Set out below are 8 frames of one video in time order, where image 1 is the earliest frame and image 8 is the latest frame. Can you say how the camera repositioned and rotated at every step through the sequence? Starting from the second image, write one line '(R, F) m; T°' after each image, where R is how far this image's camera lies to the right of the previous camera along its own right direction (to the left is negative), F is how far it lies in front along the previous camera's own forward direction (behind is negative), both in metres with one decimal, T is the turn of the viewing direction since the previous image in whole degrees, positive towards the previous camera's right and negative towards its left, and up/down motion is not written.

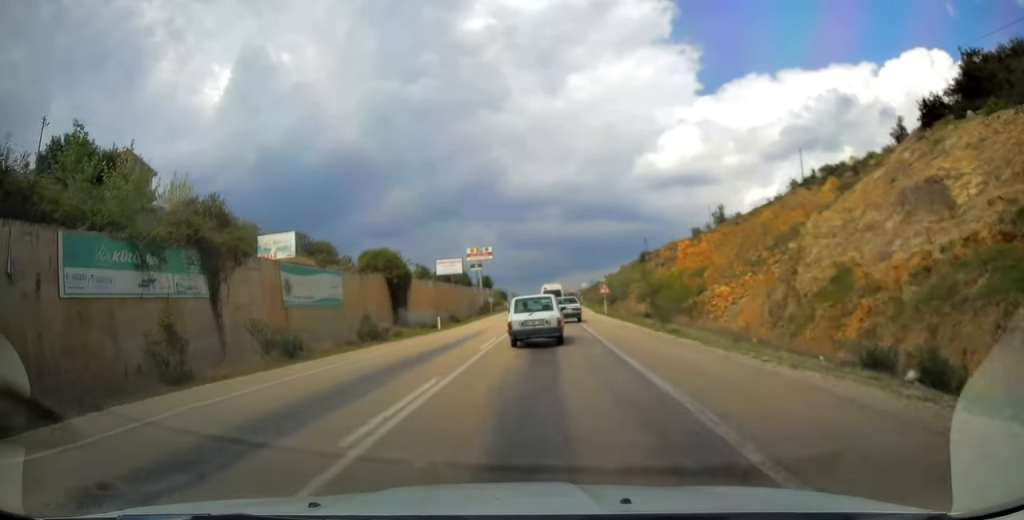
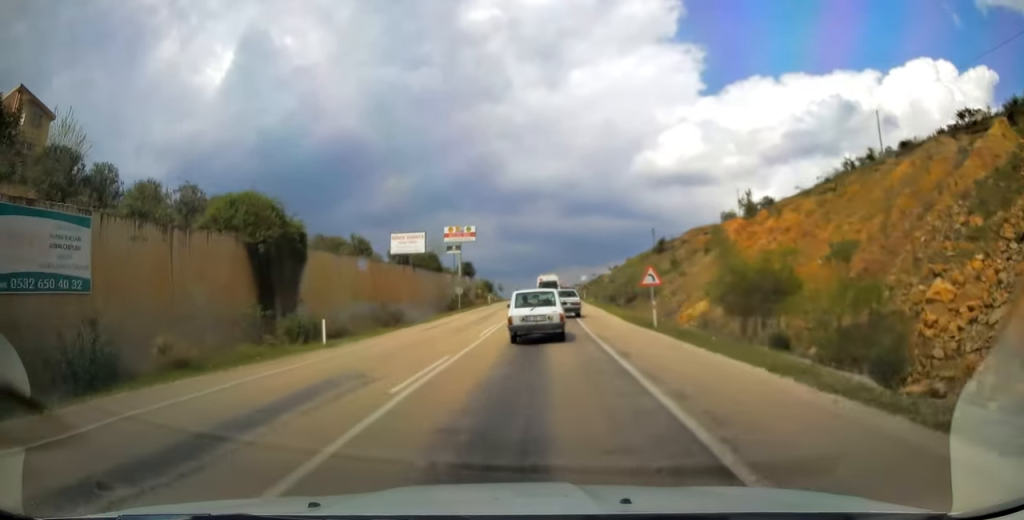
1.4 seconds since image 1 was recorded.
(0.0, +20.9) m; +1°
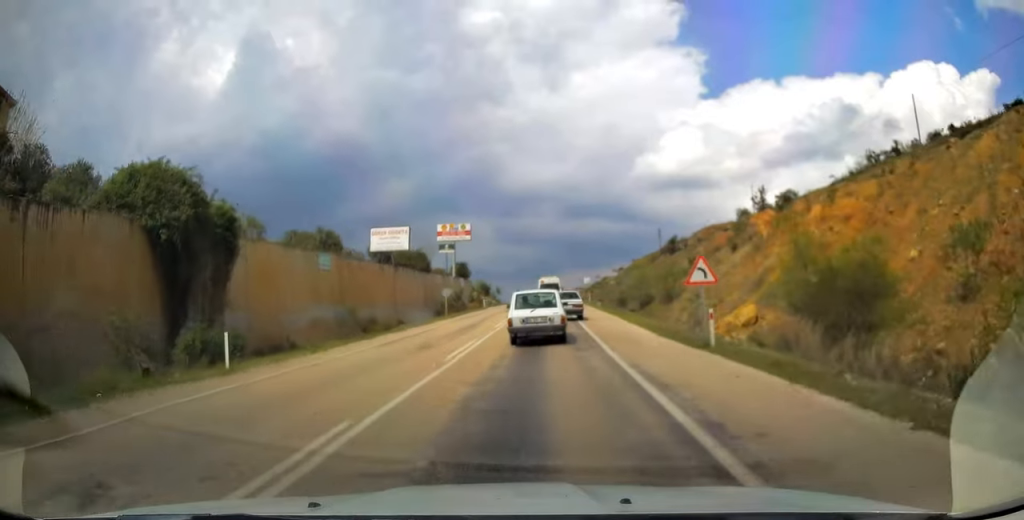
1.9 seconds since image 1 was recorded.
(+0.1, +7.0) m; 0°
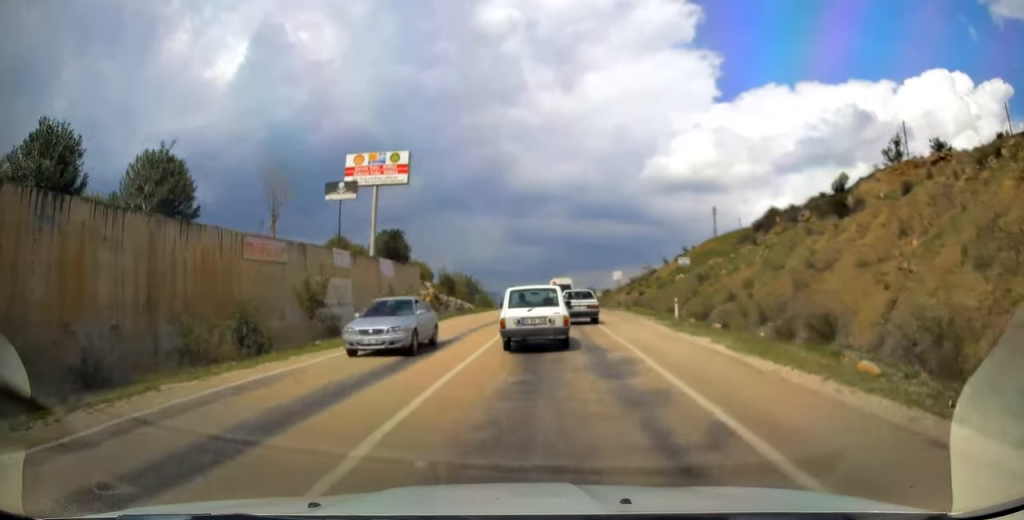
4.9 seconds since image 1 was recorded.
(-0.3, +43.9) m; 0°
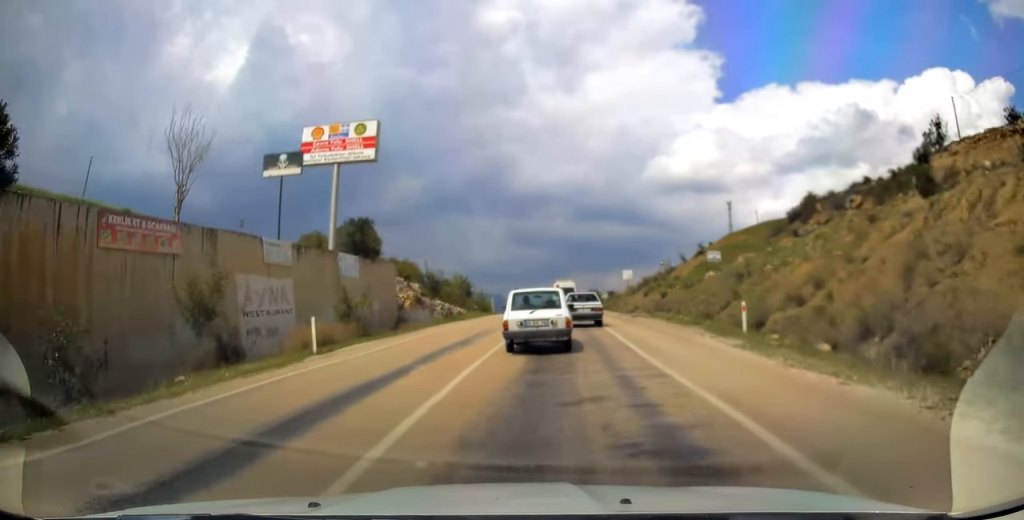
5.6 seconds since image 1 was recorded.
(0.0, +8.8) m; 0°
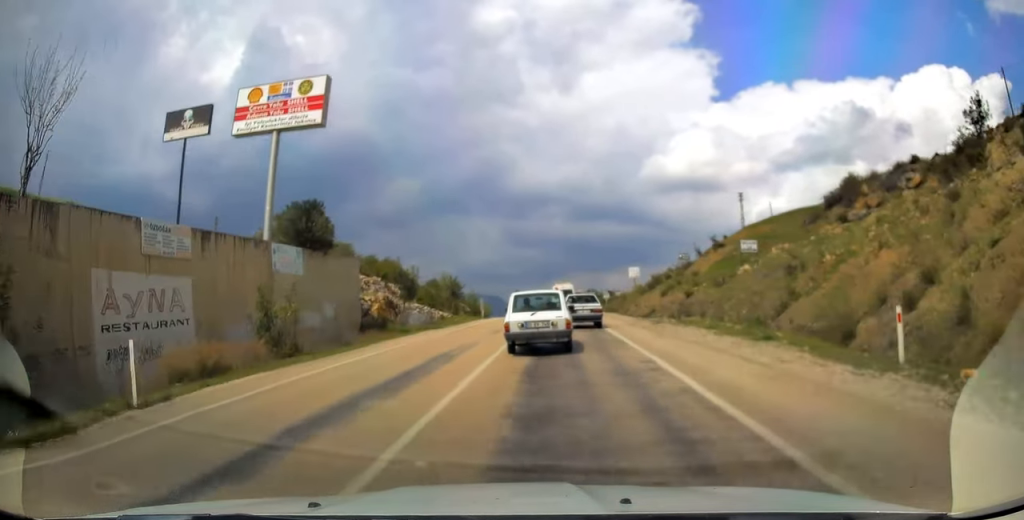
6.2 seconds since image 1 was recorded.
(0.0, +8.0) m; 0°
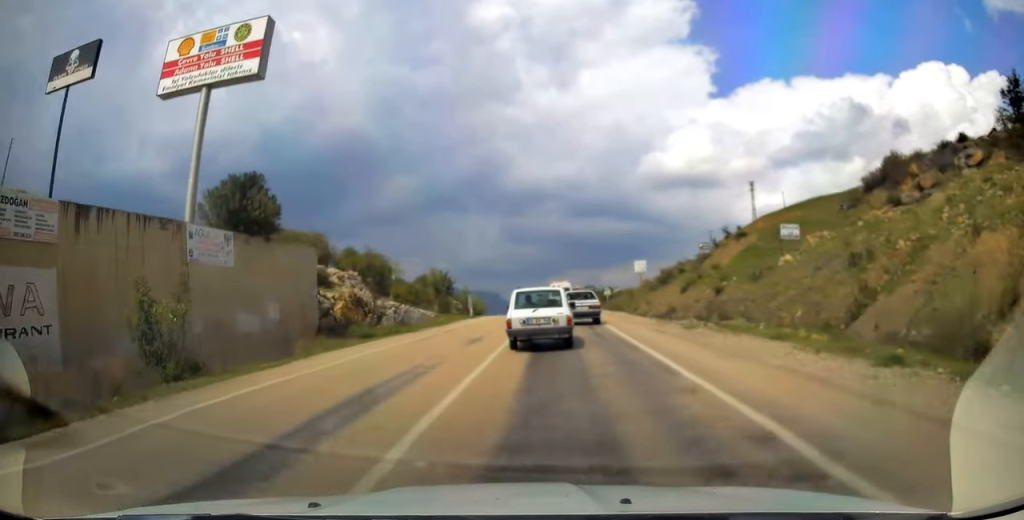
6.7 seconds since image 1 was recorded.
(0.0, +6.3) m; 0°
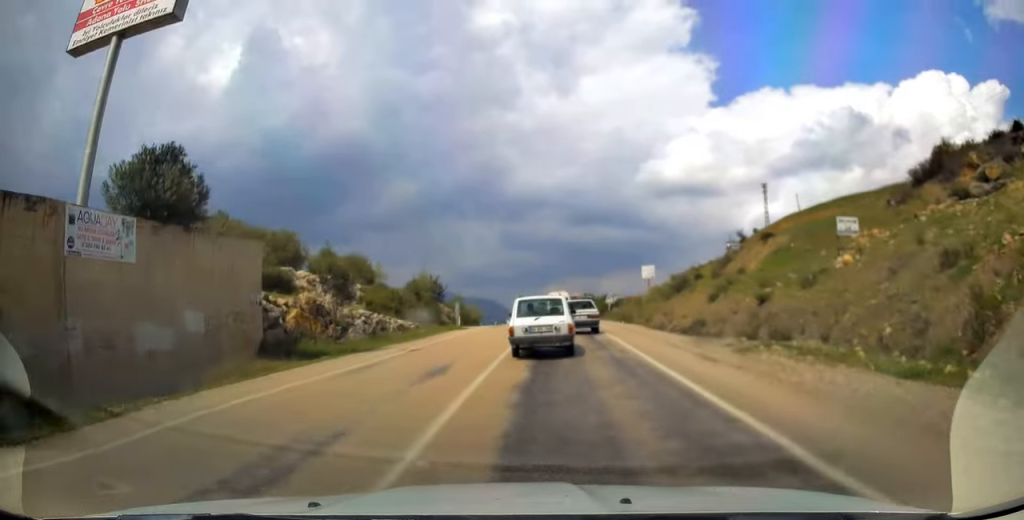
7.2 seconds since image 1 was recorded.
(0.0, +5.8) m; 0°
